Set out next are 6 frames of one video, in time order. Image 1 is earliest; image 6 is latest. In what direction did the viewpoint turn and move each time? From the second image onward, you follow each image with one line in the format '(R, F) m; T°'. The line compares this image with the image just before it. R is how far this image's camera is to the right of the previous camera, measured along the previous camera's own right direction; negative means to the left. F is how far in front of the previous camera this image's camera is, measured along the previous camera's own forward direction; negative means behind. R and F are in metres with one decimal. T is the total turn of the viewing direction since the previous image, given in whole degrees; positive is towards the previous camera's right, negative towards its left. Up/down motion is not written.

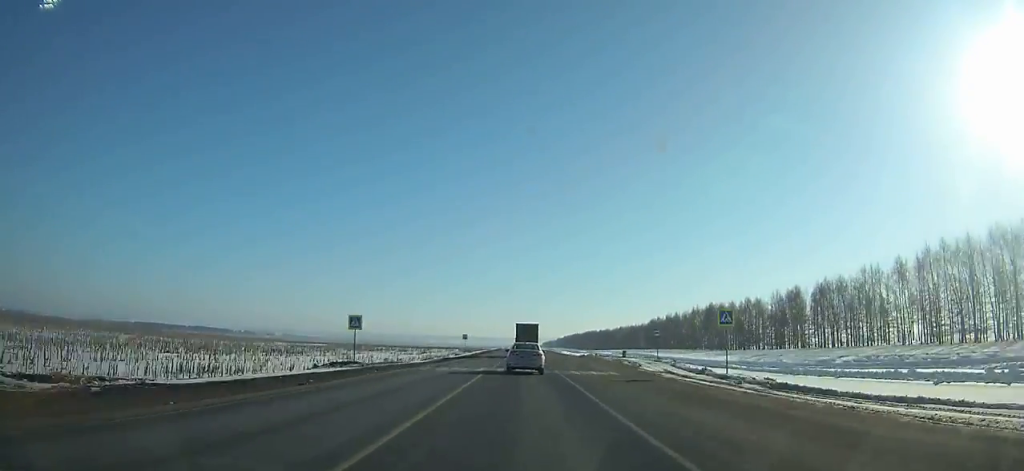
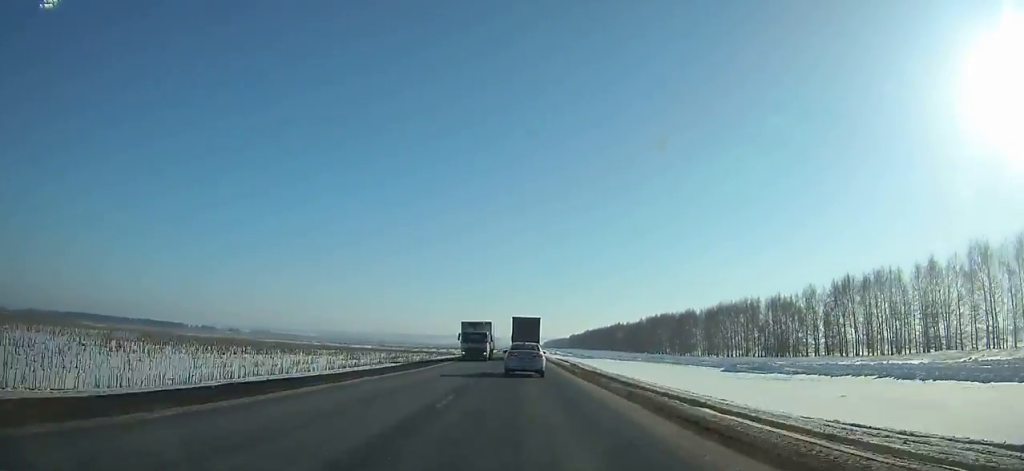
(+0.5, +286.0) m; 0°
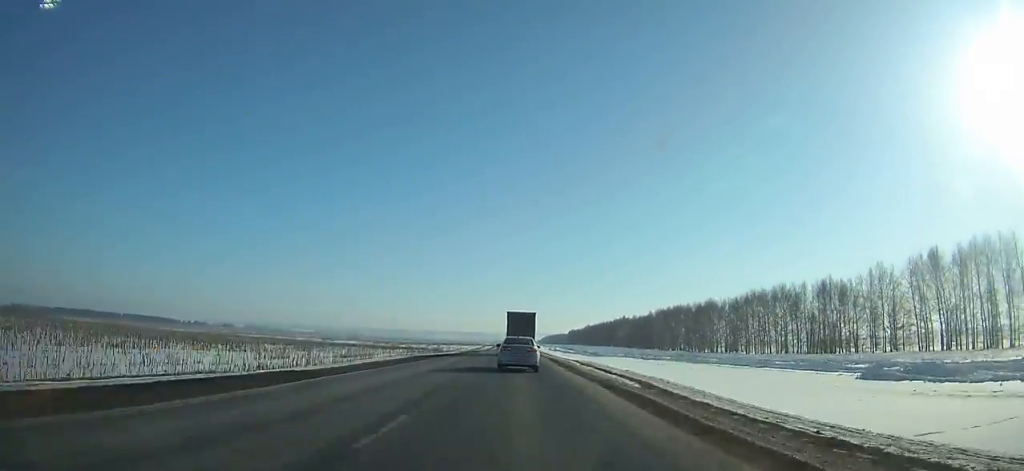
(0.0, +28.8) m; 0°
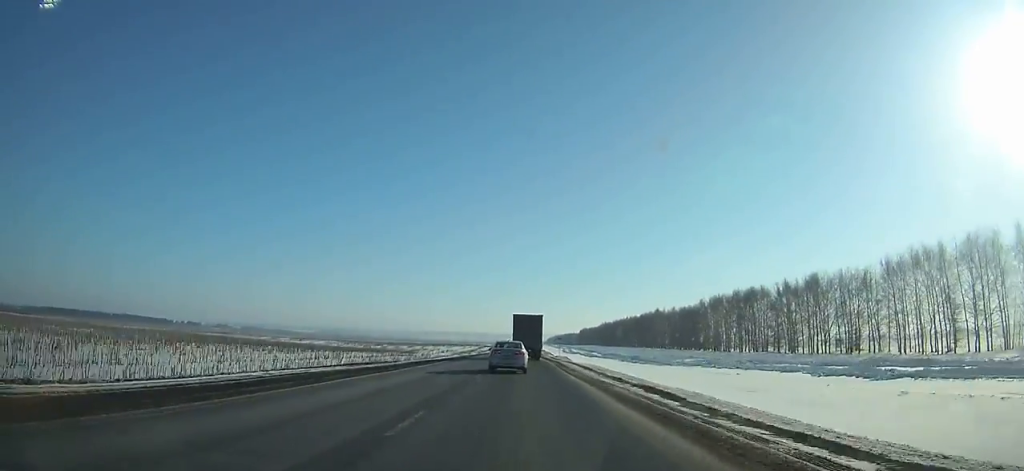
(-0.1, +71.2) m; 0°
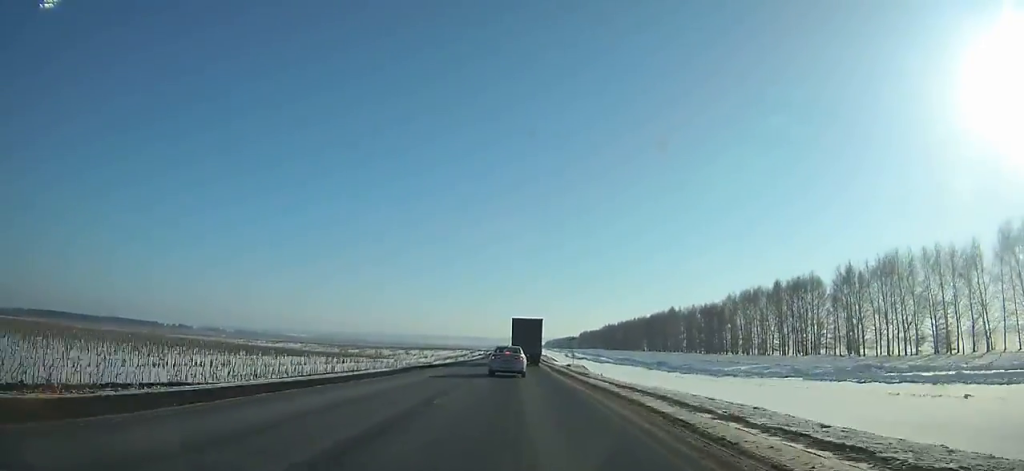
(+0.1, +31.2) m; 0°
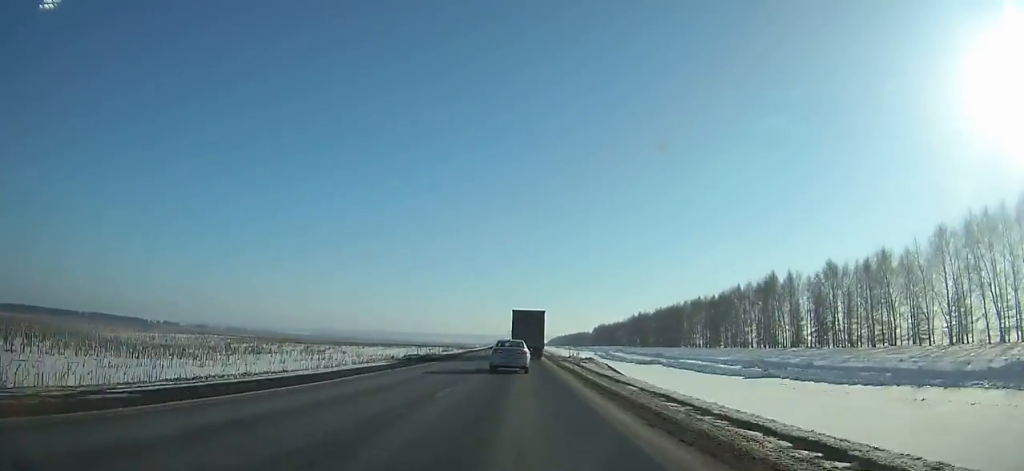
(+0.3, +93.5) m; 0°
